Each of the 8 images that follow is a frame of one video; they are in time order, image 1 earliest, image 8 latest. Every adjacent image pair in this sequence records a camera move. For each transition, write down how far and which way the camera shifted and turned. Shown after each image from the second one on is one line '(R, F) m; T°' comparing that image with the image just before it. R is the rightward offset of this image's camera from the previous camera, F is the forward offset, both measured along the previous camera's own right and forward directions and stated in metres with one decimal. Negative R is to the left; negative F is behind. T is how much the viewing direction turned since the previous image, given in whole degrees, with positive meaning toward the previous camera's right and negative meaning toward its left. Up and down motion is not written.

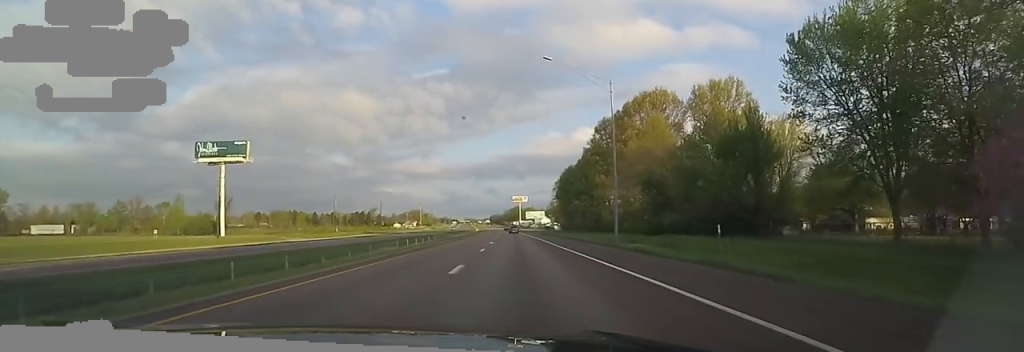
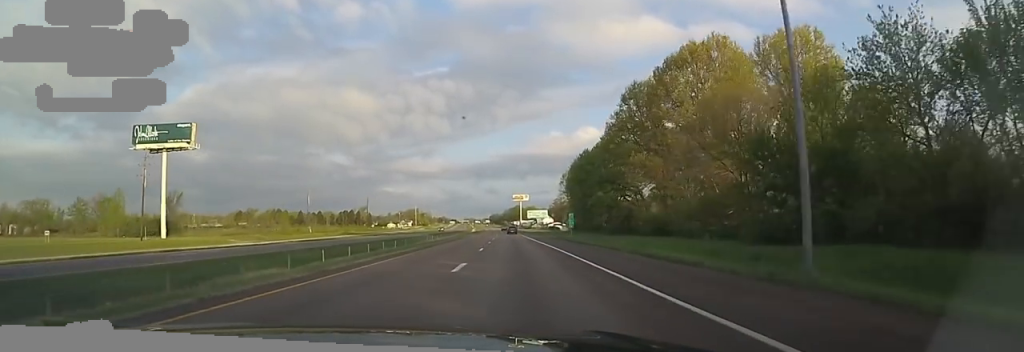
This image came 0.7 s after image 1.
(+0.1, +23.9) m; 0°
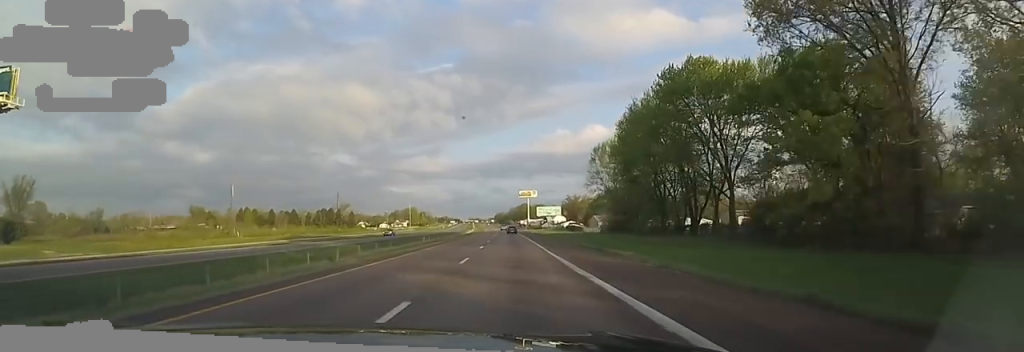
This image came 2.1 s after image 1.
(+0.1, +46.1) m; -1°
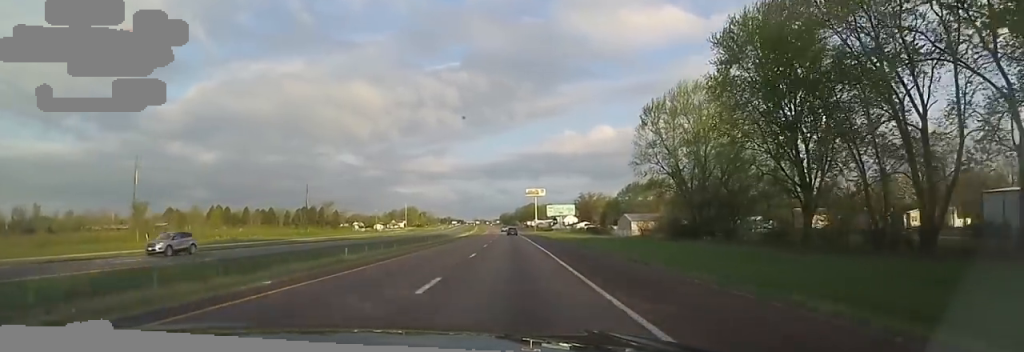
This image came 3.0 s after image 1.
(-0.8, +31.4) m; -1°
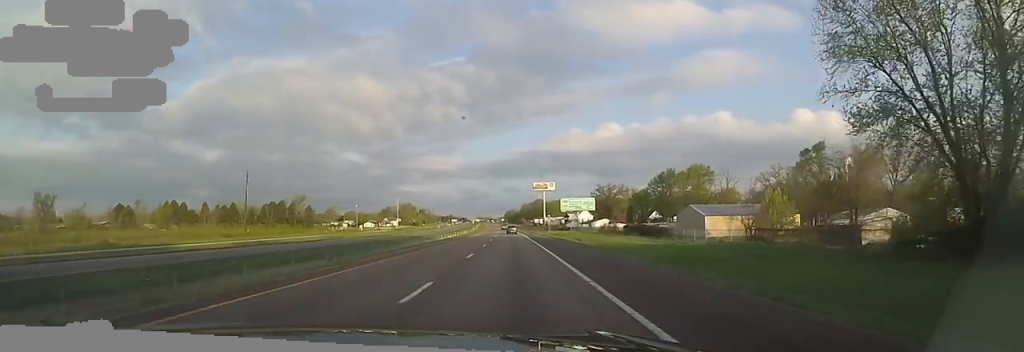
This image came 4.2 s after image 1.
(+0.2, +37.5) m; 0°
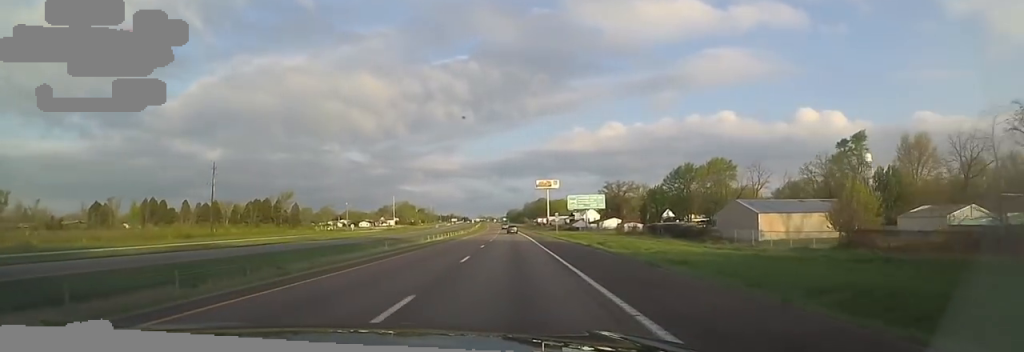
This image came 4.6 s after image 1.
(-0.1, +14.1) m; 0°
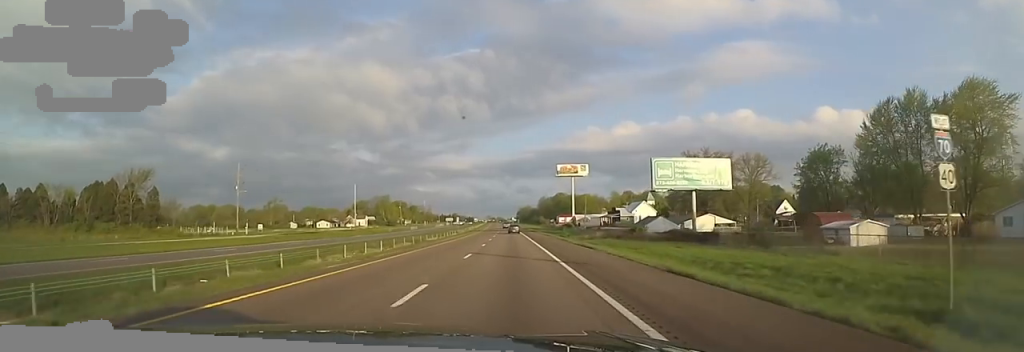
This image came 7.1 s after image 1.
(-1.5, +84.2) m; -2°
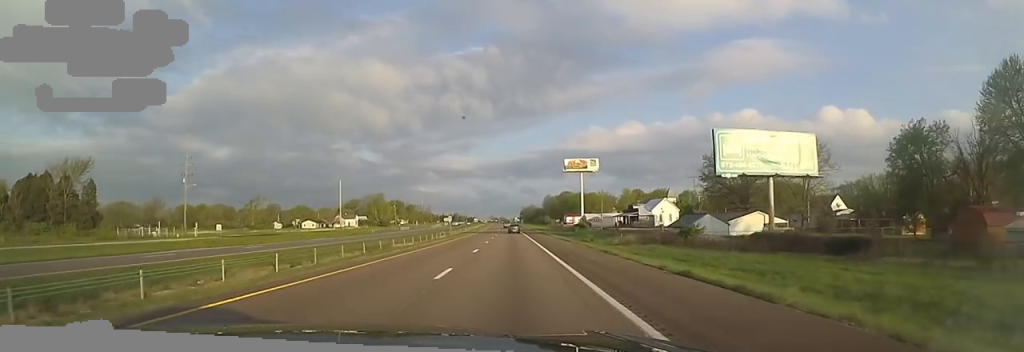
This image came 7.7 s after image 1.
(-0.1, +20.1) m; 0°
